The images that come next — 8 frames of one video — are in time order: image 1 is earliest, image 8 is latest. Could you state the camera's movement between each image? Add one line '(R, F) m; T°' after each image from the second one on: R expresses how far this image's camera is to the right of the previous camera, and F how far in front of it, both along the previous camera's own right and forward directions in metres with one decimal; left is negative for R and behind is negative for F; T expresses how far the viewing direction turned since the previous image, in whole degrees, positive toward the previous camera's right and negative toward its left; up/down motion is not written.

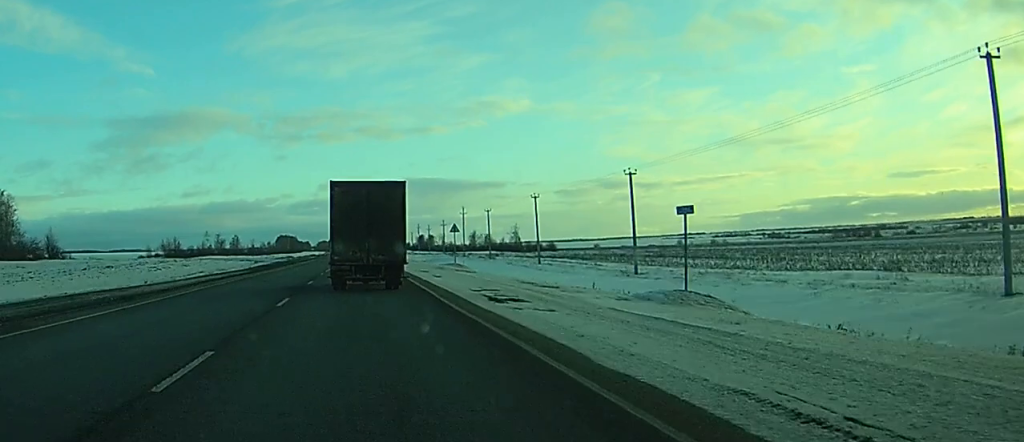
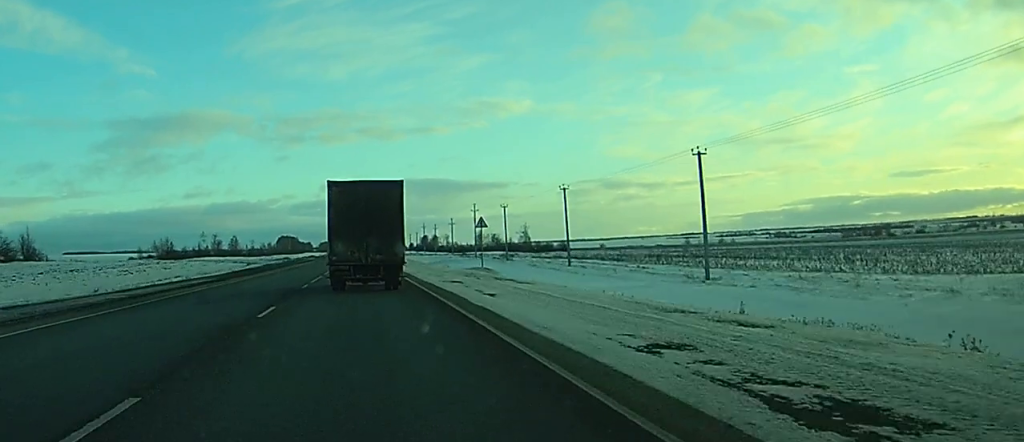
(0.0, +15.6) m; 0°
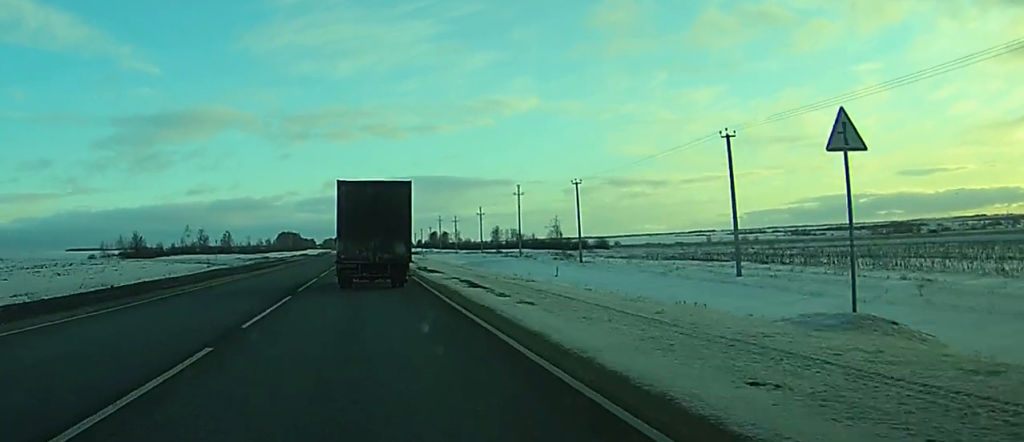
(+0.1, +45.2) m; 0°
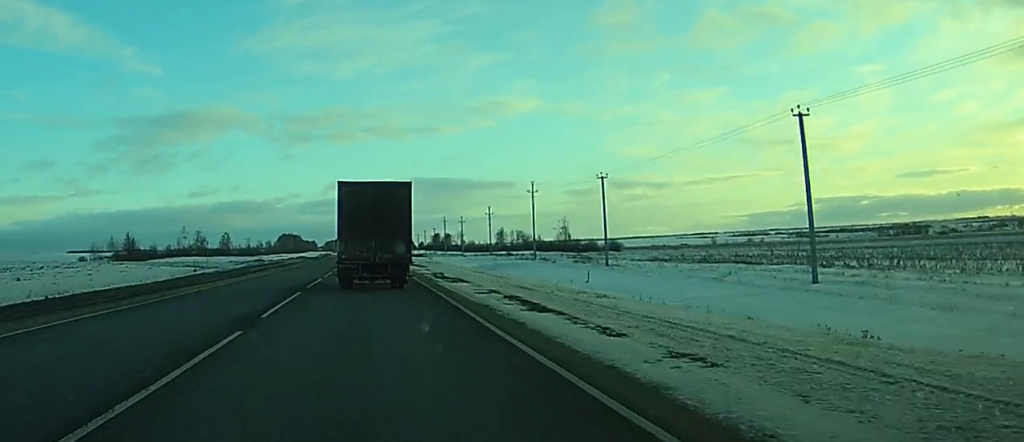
(0.0, +9.8) m; 0°
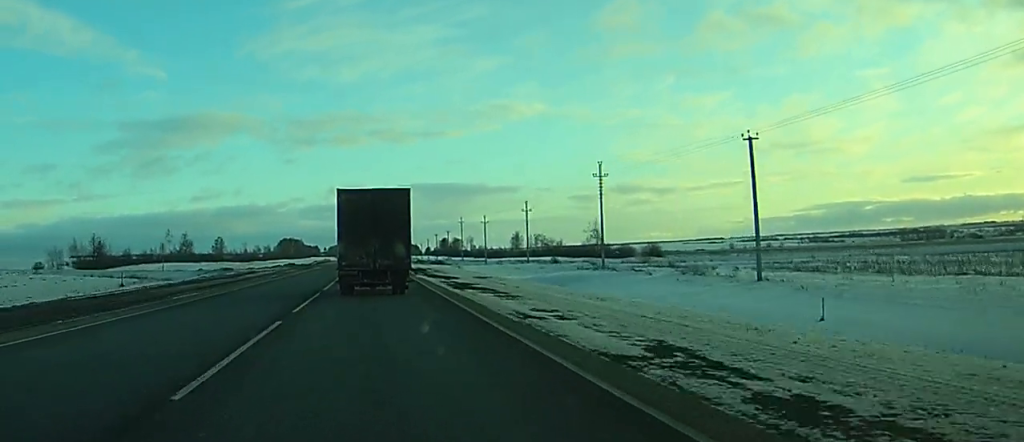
(0.0, +33.0) m; 0°
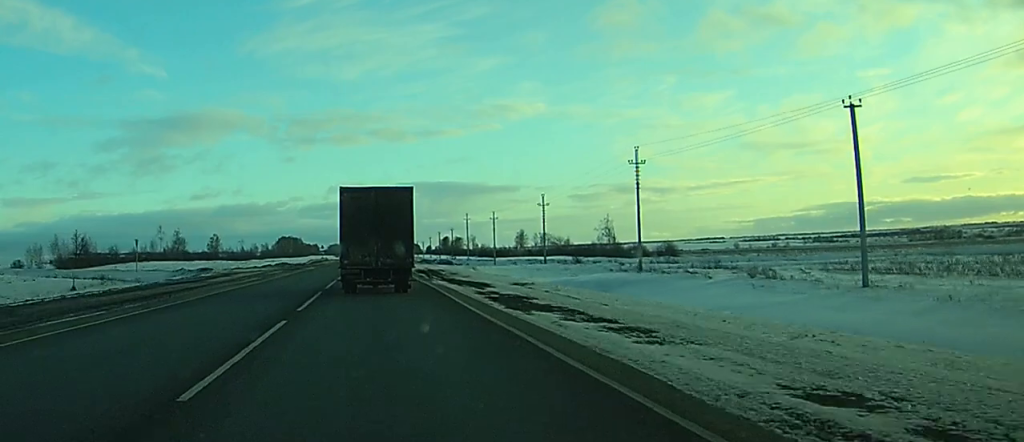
(0.0, +12.0) m; 0°
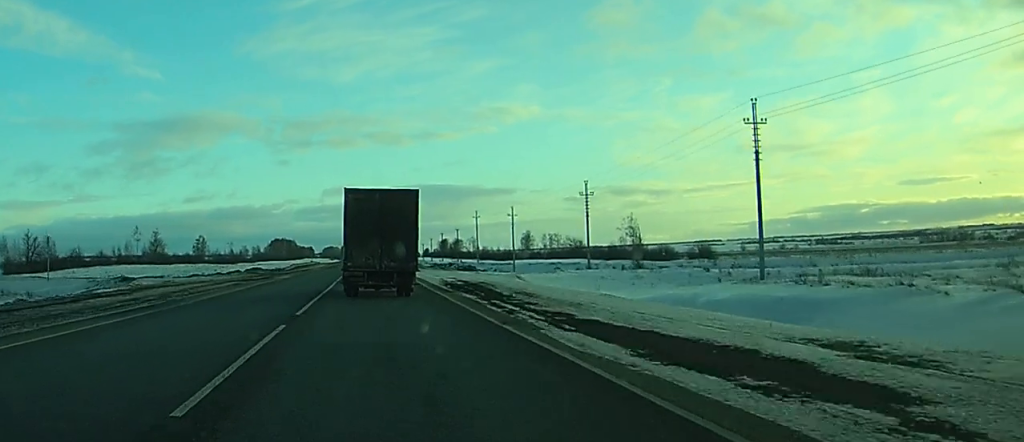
(0.0, +24.7) m; 0°
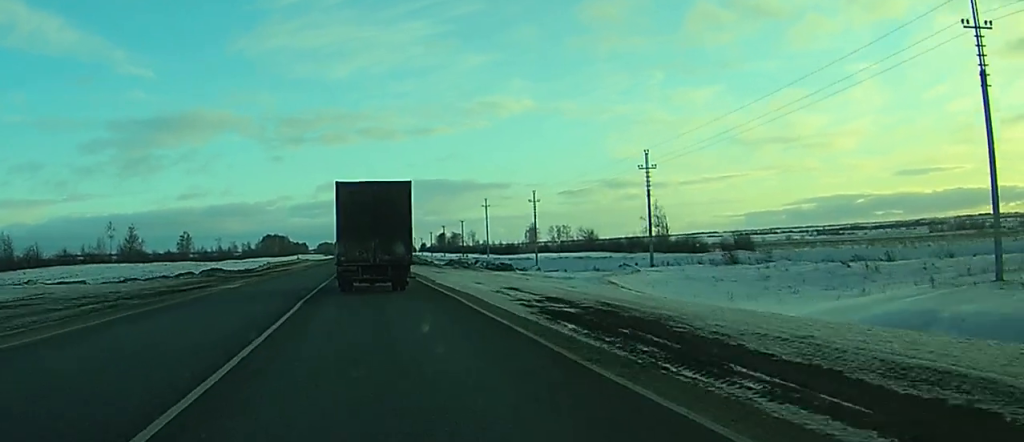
(0.0, +21.7) m; 0°
